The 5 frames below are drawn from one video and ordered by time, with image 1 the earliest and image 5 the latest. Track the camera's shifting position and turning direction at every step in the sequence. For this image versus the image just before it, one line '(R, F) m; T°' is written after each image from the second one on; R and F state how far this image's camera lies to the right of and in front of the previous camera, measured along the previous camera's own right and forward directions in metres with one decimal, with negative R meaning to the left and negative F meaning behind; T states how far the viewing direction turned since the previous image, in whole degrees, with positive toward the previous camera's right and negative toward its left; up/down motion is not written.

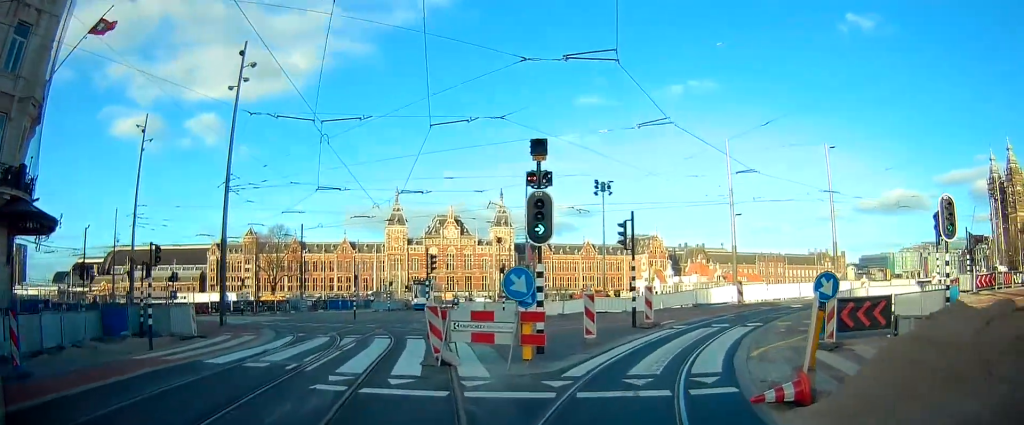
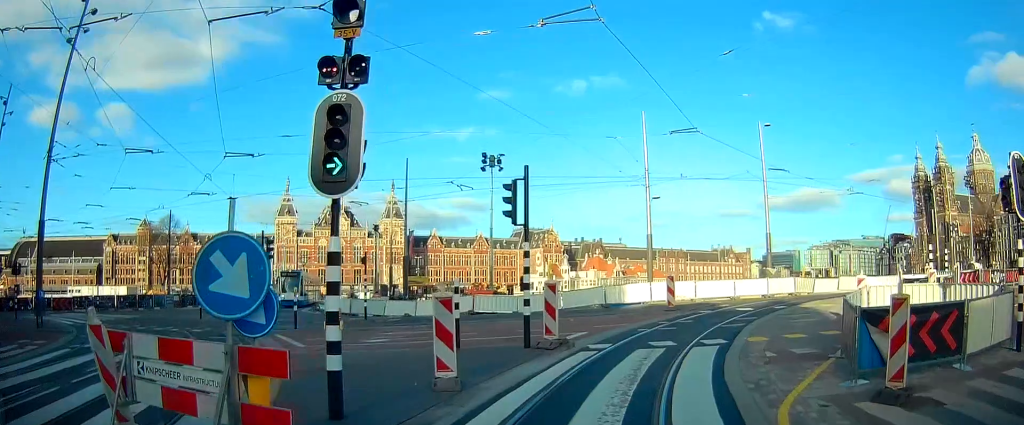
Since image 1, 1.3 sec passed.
(+0.3, +7.4) m; +9°
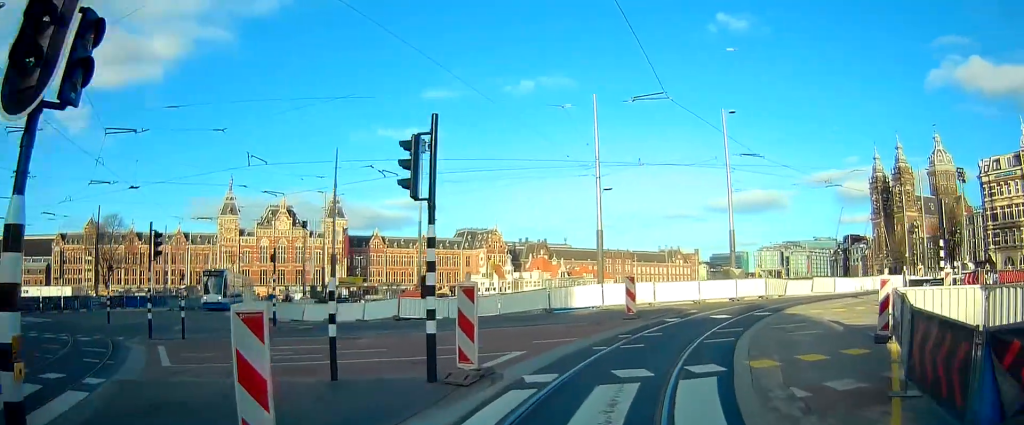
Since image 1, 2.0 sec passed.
(+0.3, +4.0) m; +7°
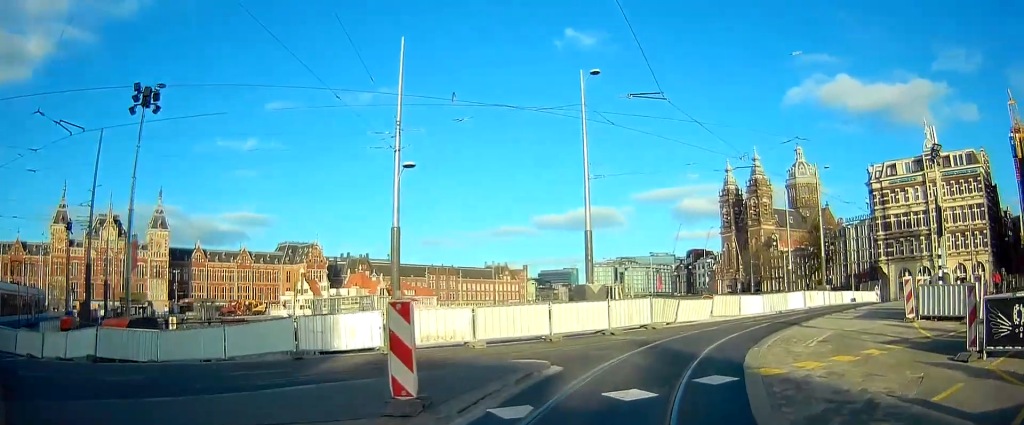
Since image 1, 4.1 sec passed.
(+2.1, +10.4) m; +21°
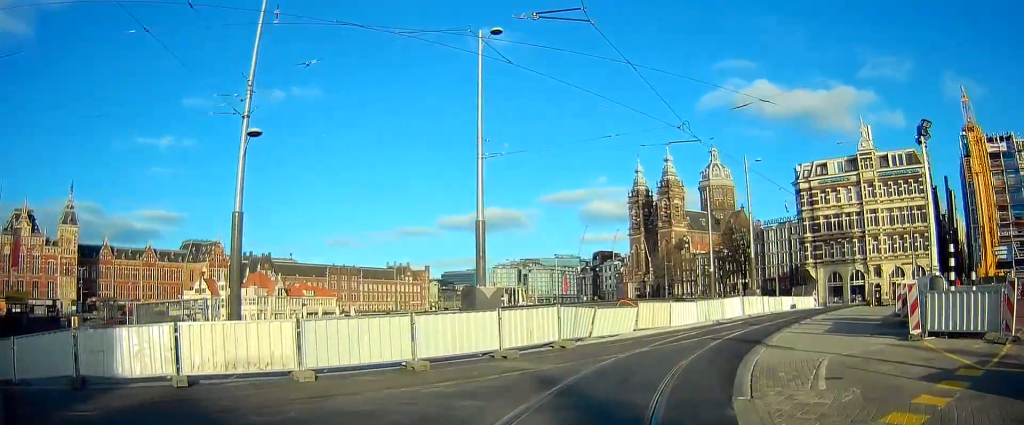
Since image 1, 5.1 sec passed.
(+0.2, +5.0) m; +5°
